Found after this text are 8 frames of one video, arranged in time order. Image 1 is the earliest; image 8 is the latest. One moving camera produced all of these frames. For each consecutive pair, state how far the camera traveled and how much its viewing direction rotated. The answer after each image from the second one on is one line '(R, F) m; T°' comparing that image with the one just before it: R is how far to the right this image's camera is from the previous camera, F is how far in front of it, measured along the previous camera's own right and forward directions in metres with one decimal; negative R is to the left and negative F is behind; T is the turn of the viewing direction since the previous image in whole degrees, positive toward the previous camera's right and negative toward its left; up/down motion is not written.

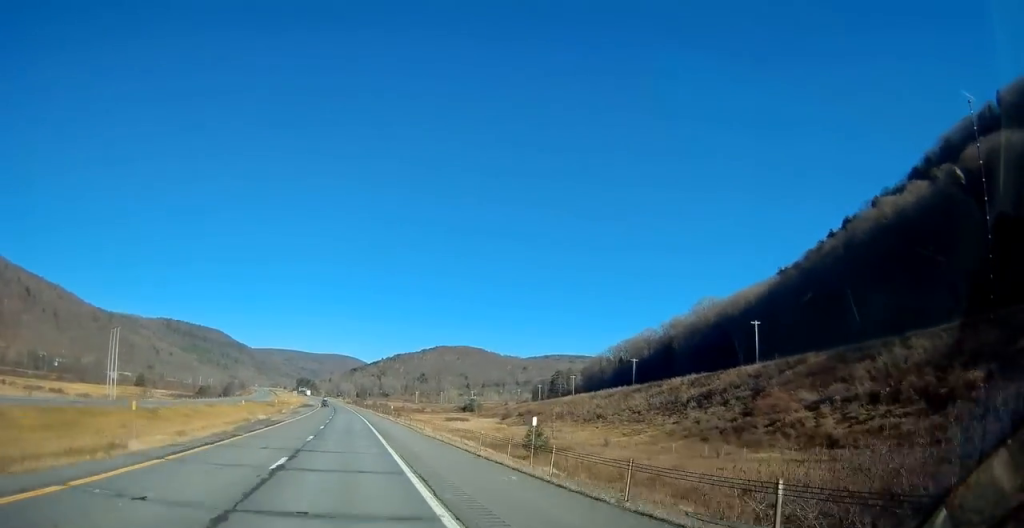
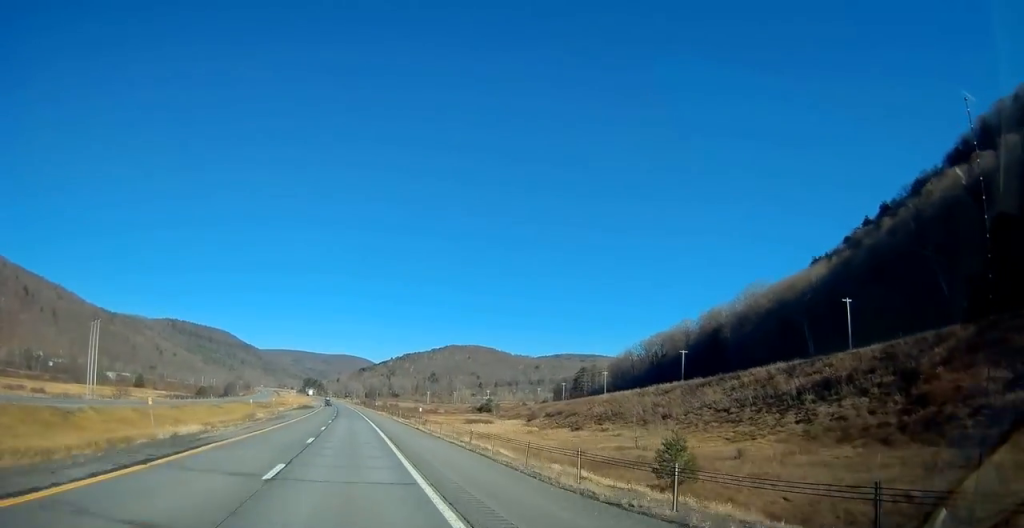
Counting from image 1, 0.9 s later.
(-0.1, +26.1) m; -1°
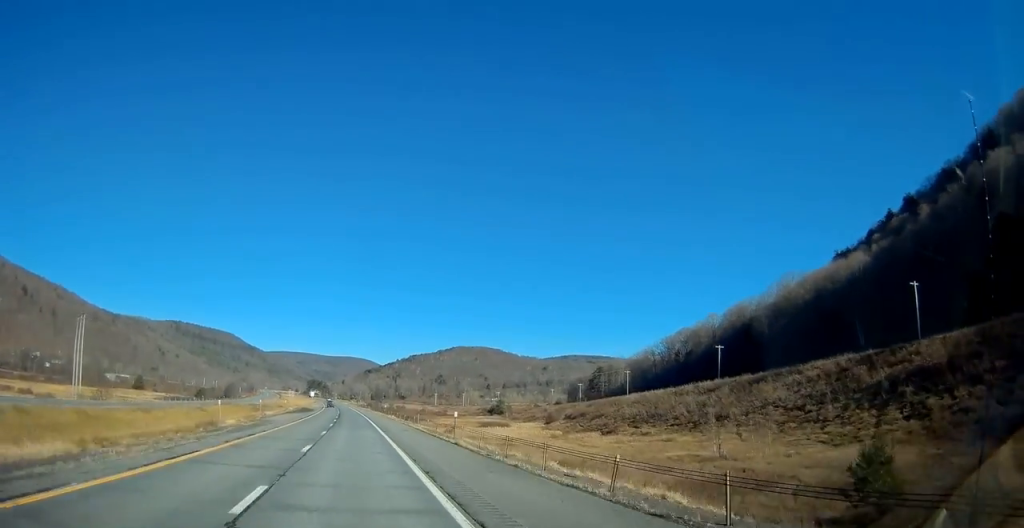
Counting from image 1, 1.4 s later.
(+0.1, +16.0) m; -1°
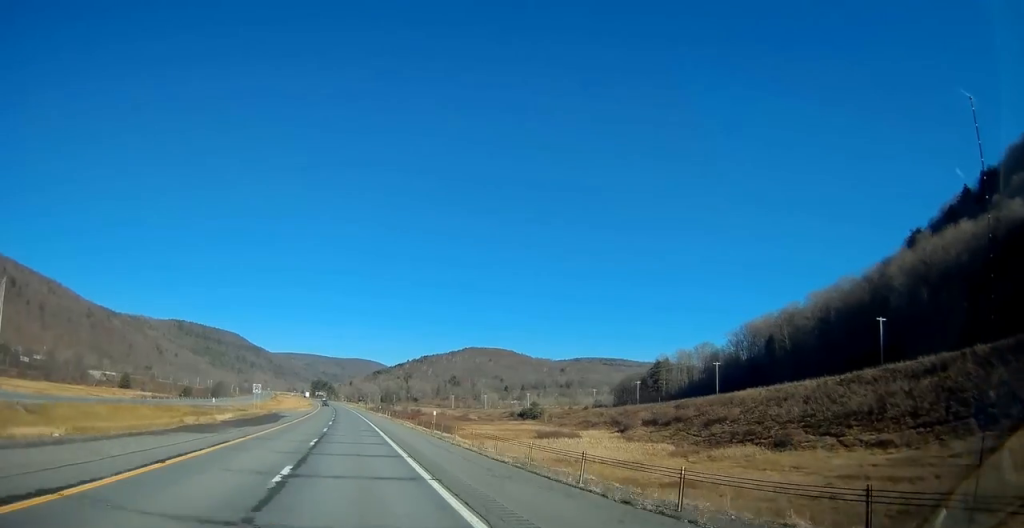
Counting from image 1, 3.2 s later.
(-1.1, +55.1) m; -1°
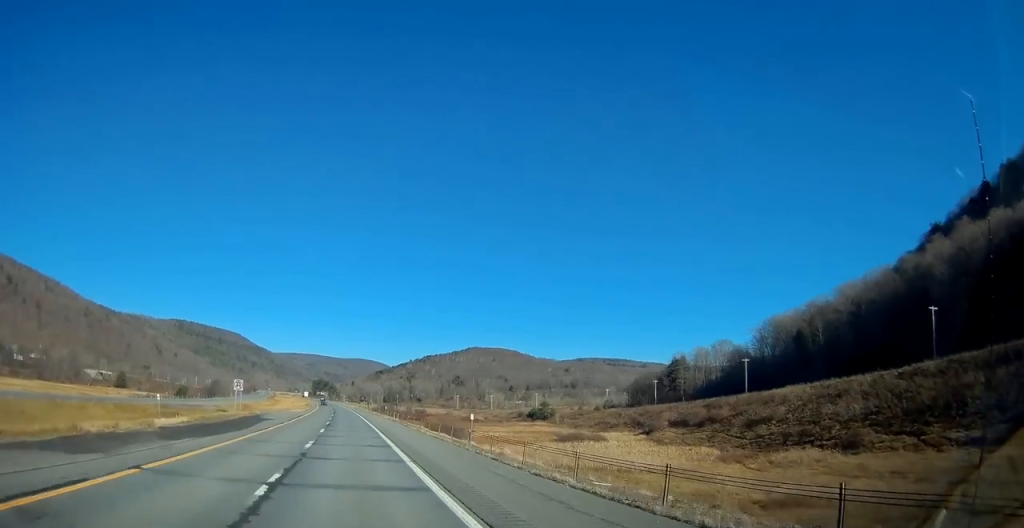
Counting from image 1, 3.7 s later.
(0.0, +14.0) m; 0°
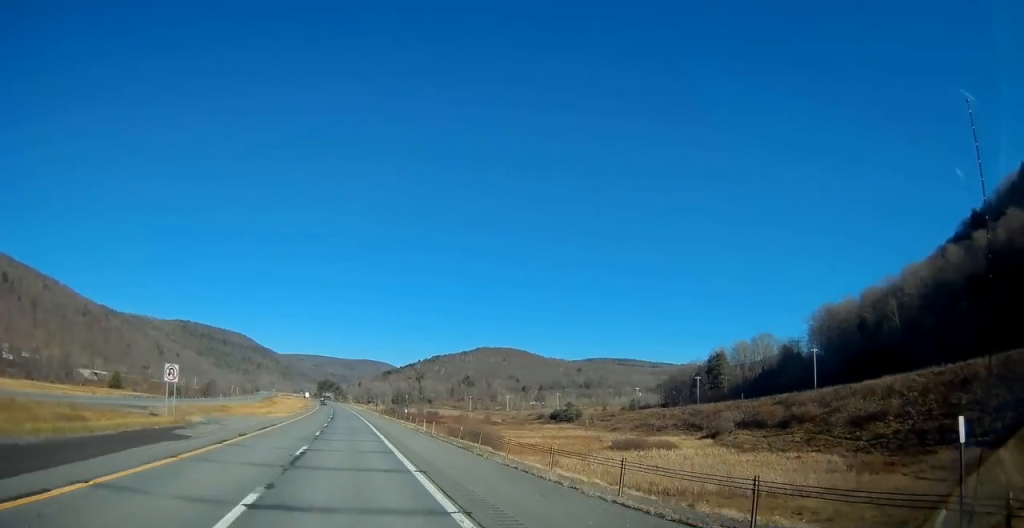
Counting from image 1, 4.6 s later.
(0.0, +27.1) m; -1°
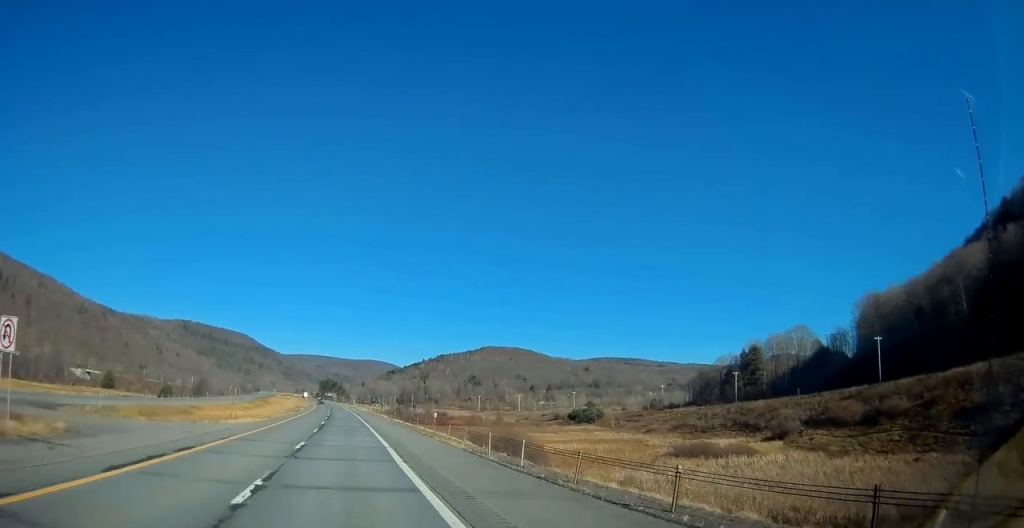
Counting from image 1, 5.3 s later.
(-0.4, +22.0) m; -1°
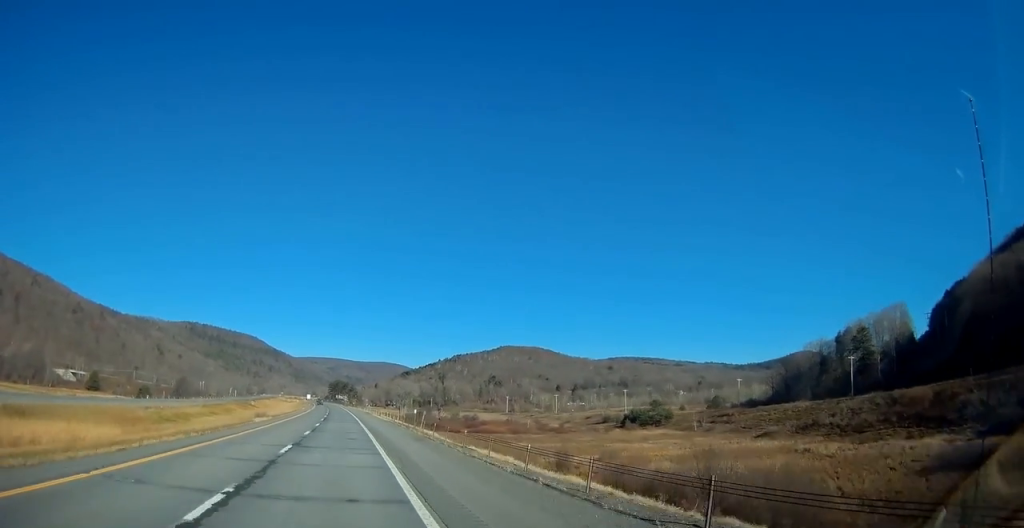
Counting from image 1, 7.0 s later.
(-0.2, +50.2) m; -1°
